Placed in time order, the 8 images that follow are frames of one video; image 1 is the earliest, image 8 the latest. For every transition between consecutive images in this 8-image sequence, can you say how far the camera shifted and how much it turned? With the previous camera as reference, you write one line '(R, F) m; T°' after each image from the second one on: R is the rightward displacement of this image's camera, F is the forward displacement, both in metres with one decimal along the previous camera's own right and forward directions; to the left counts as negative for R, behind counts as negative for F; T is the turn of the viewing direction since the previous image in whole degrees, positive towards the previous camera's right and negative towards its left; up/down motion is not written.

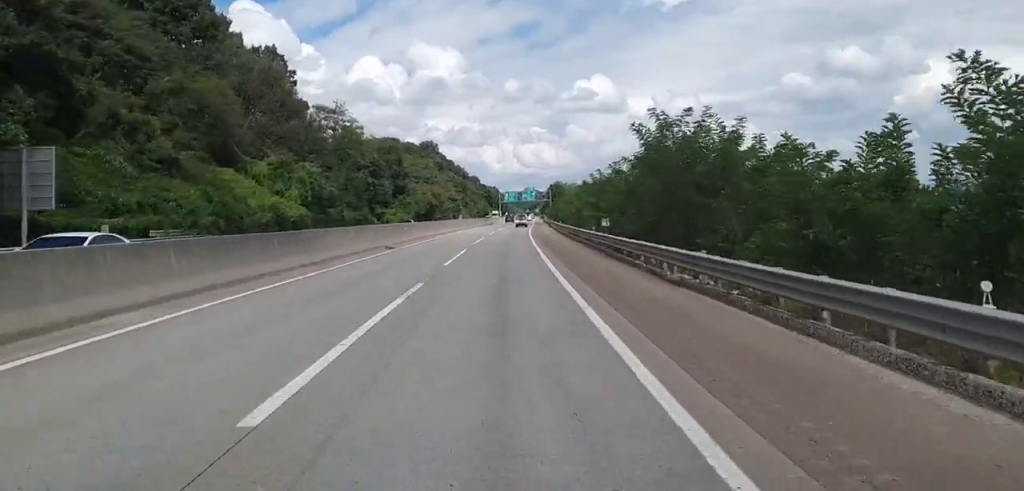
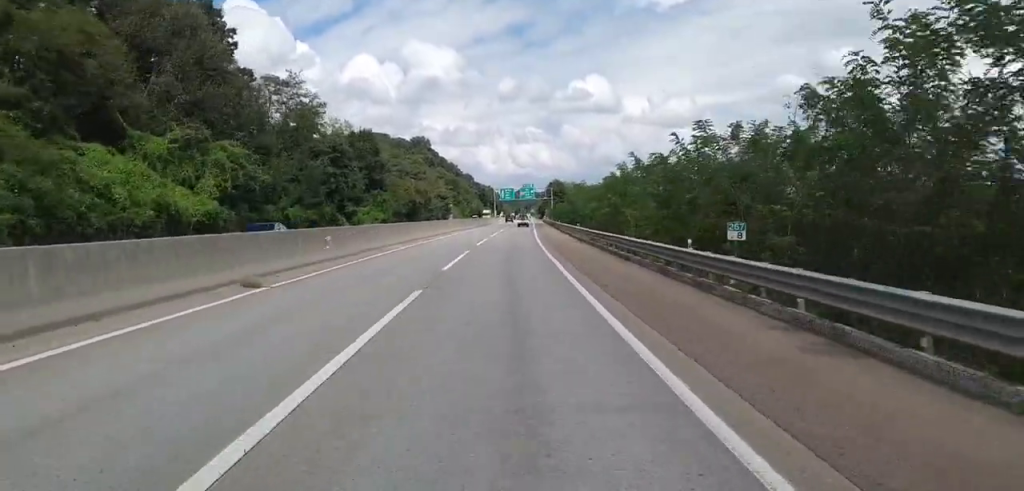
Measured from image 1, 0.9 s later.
(-0.3, +22.5) m; -1°
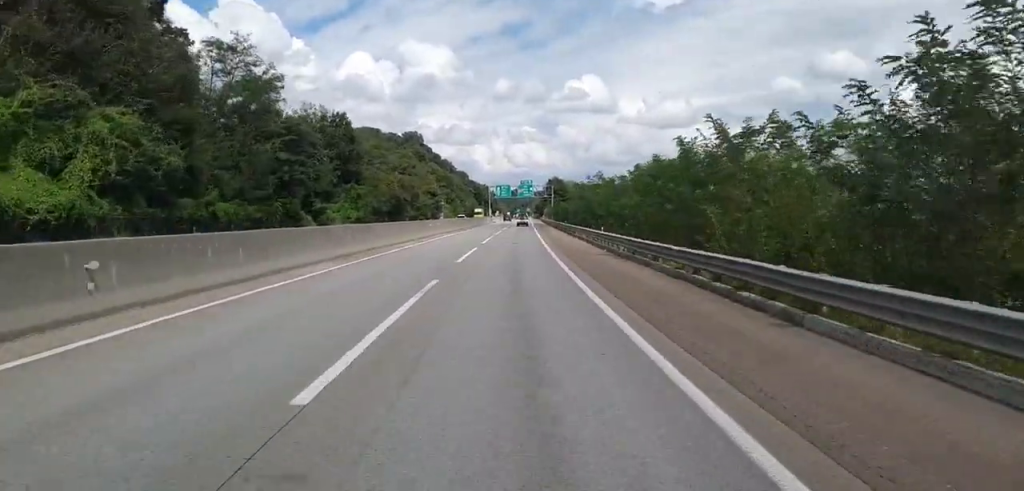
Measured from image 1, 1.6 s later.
(0.0, +16.9) m; +1°
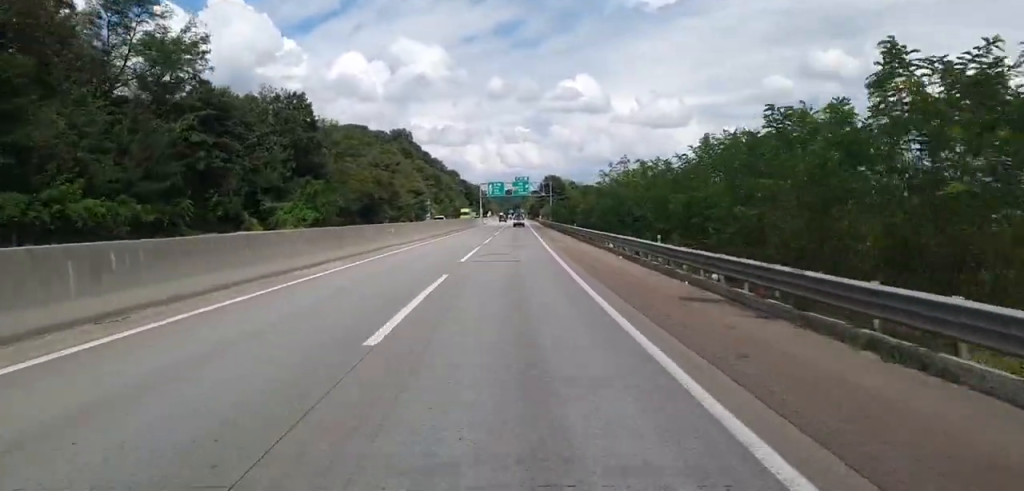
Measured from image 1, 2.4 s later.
(+0.1, +17.7) m; +1°
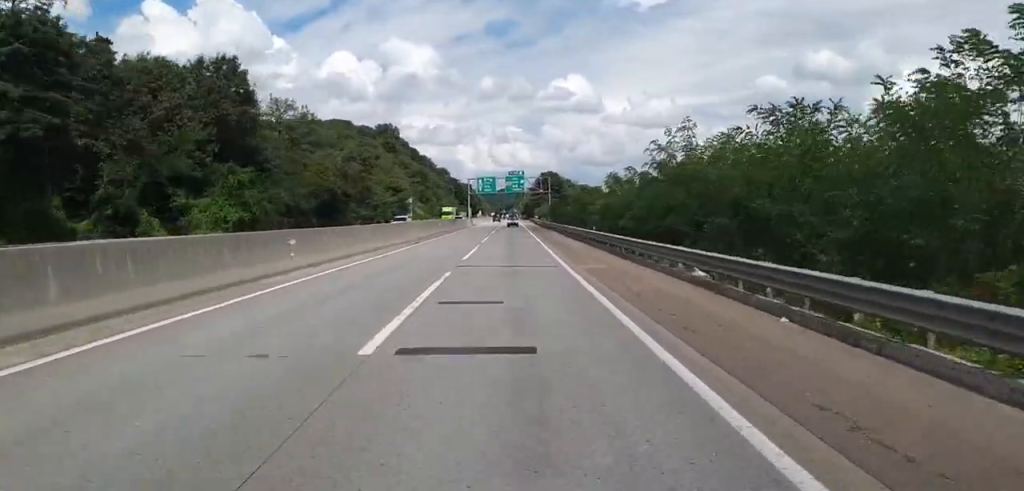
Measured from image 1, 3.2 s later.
(+0.4, +19.3) m; 0°
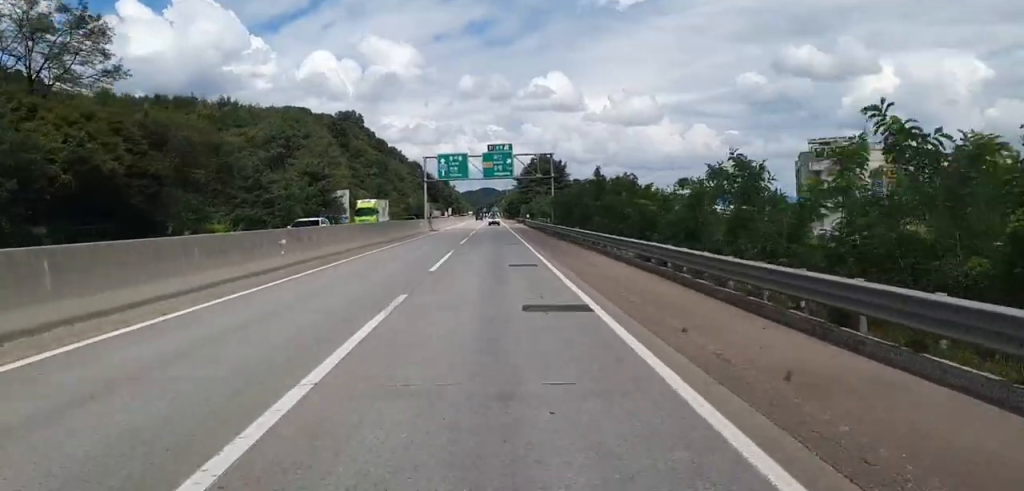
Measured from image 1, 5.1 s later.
(+0.1, +46.6) m; 0°
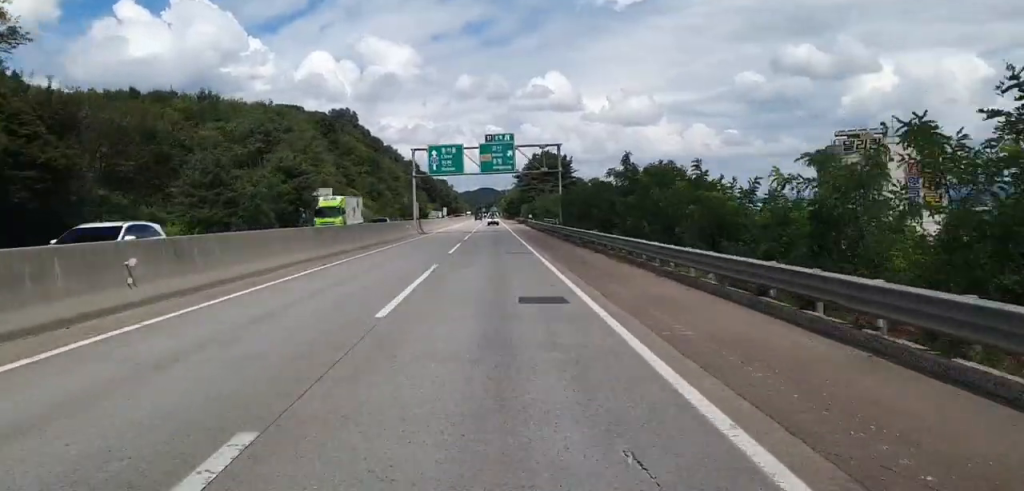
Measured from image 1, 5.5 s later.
(-0.2, +10.5) m; 0°
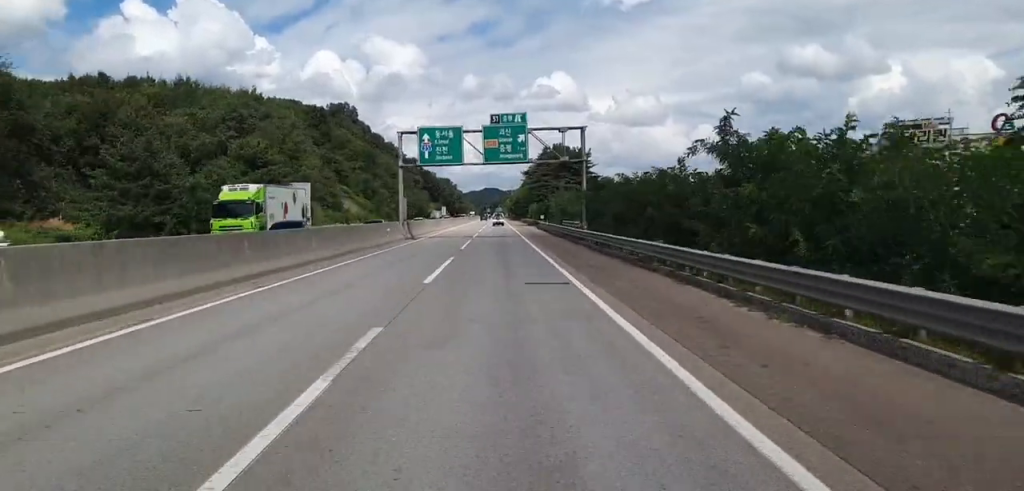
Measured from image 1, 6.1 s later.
(-0.3, +14.5) m; 0°
